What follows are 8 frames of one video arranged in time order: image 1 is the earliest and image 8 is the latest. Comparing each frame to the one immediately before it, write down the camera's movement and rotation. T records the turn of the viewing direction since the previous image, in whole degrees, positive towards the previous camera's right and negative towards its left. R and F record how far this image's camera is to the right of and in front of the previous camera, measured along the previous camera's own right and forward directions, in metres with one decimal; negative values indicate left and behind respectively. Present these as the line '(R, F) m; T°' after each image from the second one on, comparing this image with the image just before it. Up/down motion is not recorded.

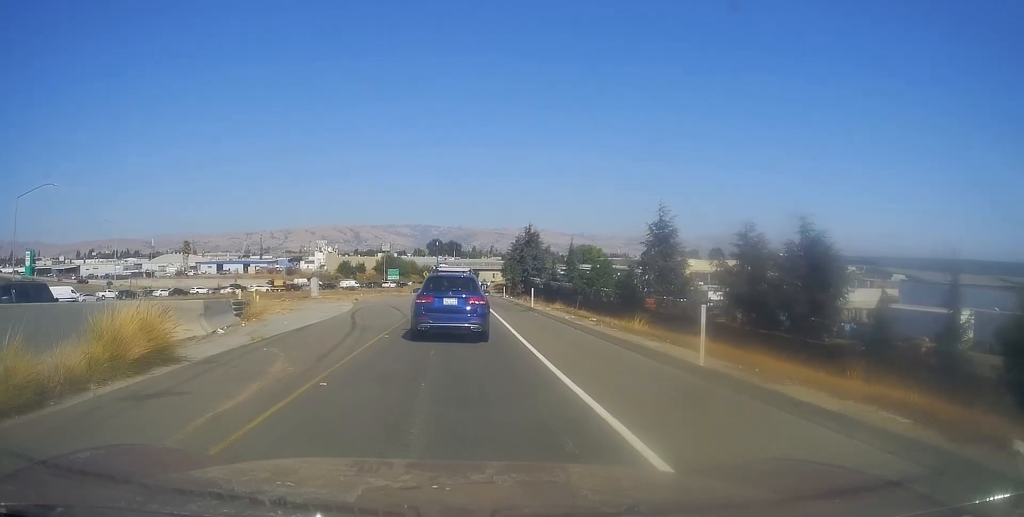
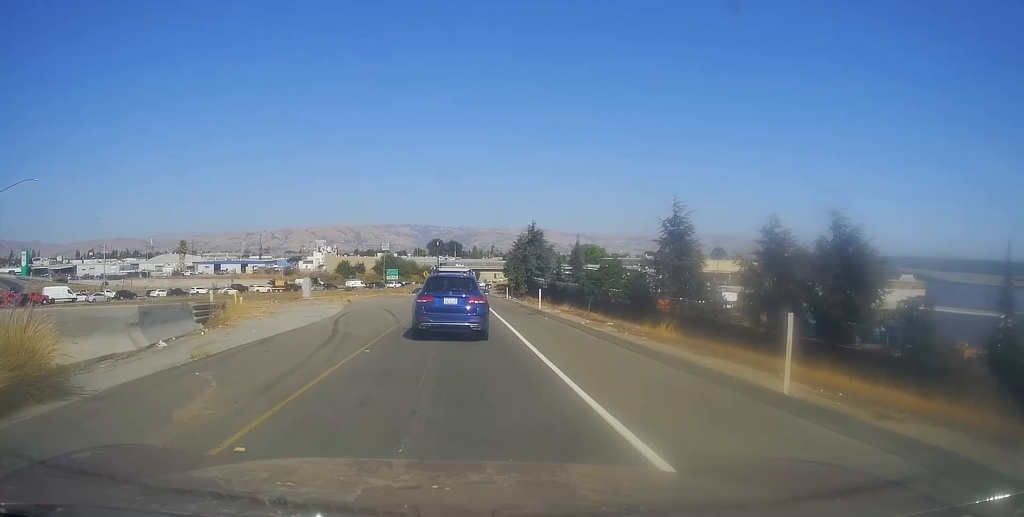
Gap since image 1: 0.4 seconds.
(0.0, +3.1) m; 0°
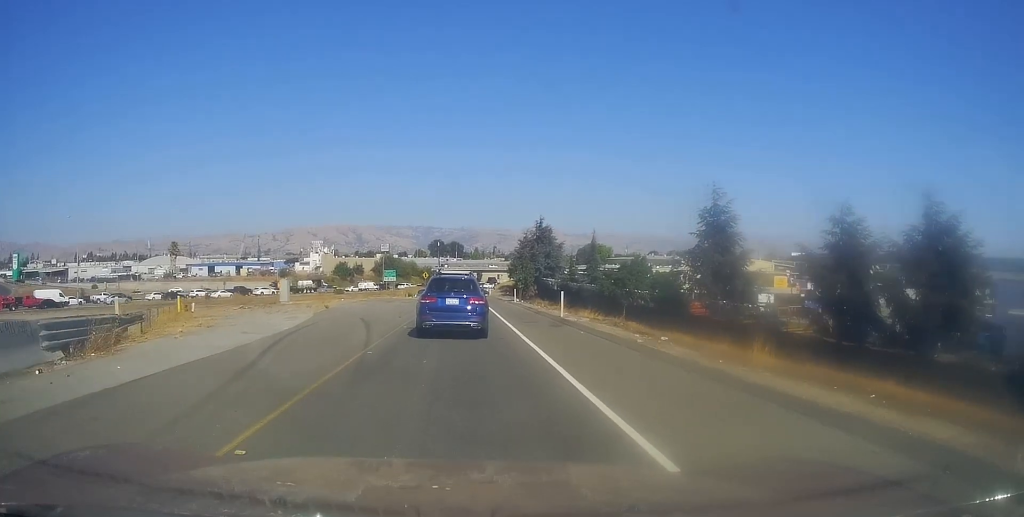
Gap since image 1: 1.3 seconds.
(-0.2, +7.1) m; -3°
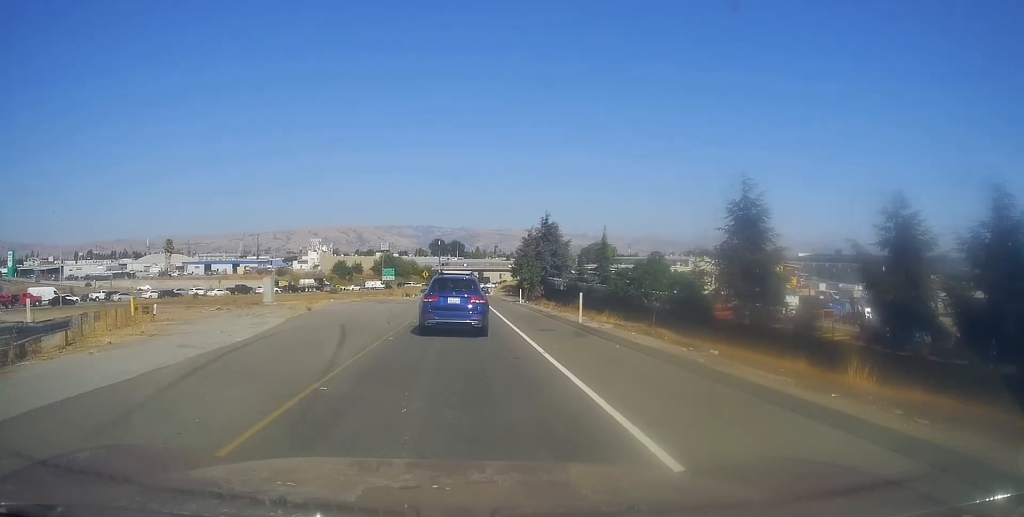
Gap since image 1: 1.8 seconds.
(-0.1, +4.1) m; 0°
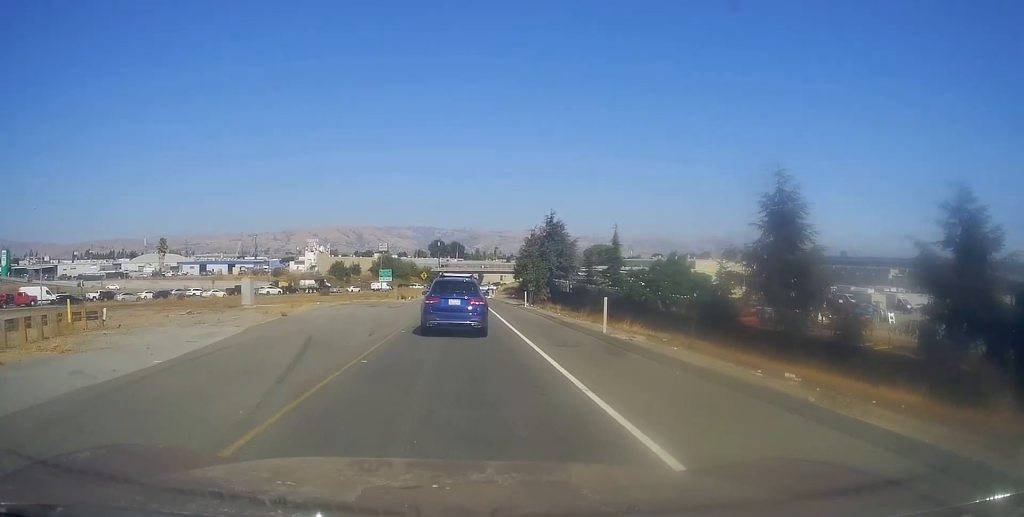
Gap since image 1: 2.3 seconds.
(0.0, +4.0) m; 0°
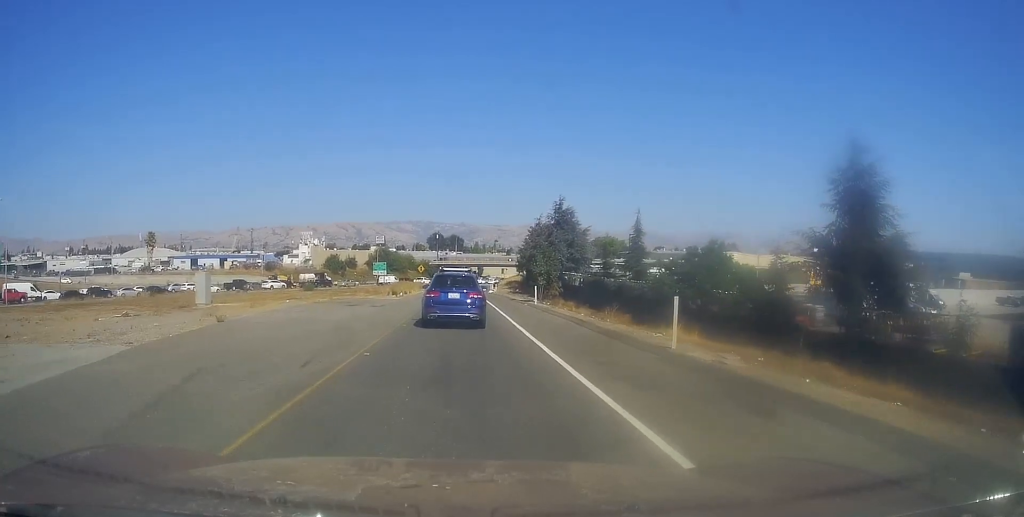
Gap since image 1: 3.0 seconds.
(+0.1, +6.3) m; +2°
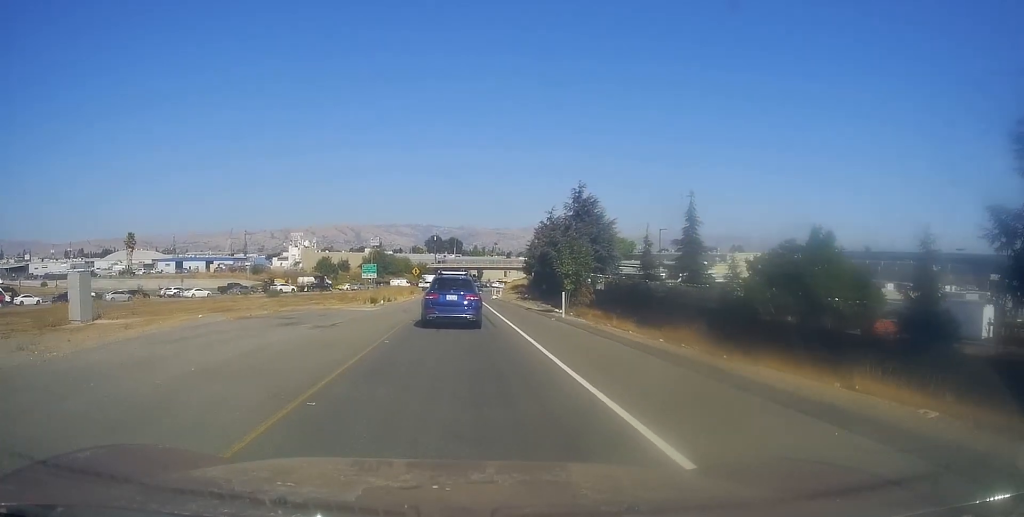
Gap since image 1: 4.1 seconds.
(+0.2, +10.3) m; +3°
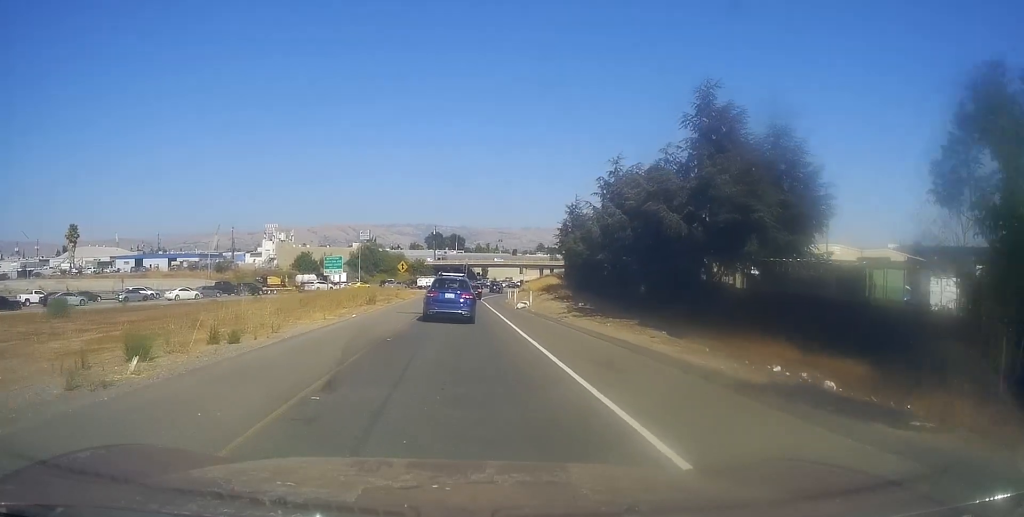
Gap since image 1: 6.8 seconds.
(+0.4, +27.7) m; 0°
